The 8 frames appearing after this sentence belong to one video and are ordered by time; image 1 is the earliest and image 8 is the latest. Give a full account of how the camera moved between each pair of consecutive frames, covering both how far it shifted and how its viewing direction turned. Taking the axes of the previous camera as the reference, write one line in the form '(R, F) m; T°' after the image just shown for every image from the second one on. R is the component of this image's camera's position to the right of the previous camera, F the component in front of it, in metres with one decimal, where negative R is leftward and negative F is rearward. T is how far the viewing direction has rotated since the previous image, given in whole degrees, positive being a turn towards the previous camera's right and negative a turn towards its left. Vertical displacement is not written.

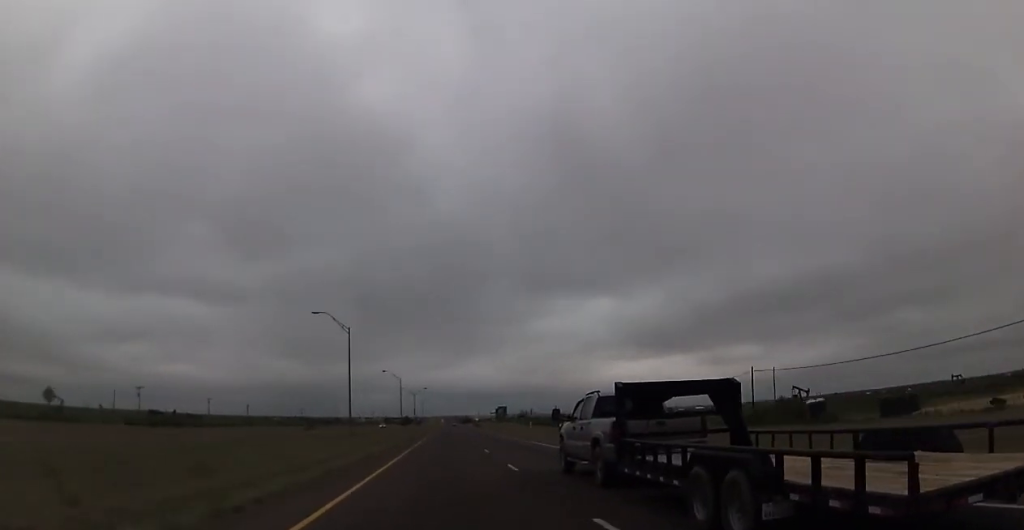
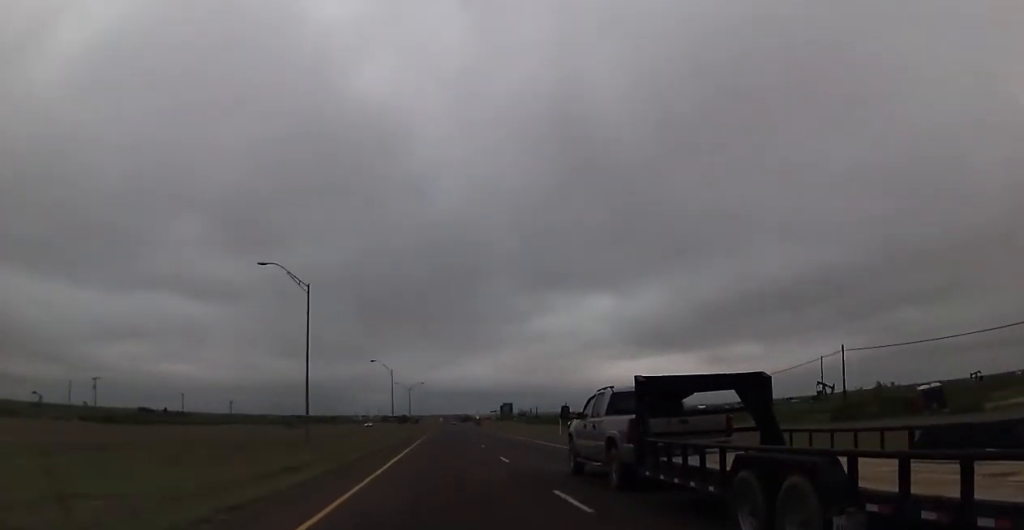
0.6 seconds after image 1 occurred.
(+0.2, +20.9) m; 0°
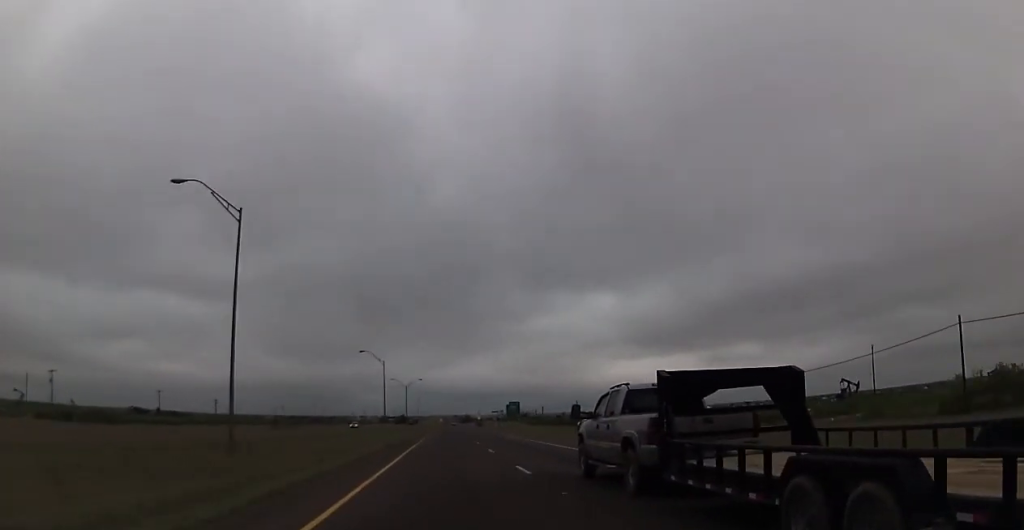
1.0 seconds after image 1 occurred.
(0.0, +17.2) m; 0°
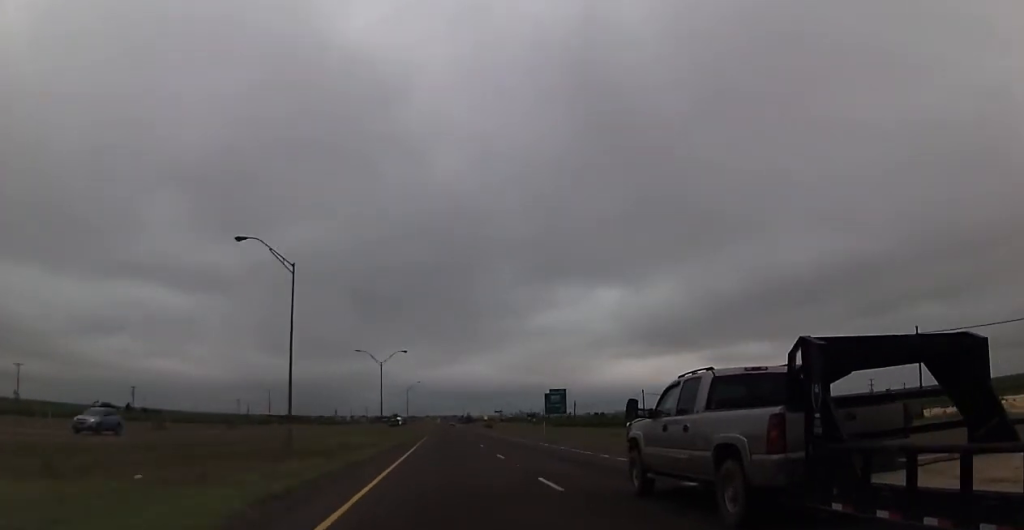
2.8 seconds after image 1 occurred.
(-0.5, +65.2) m; 0°
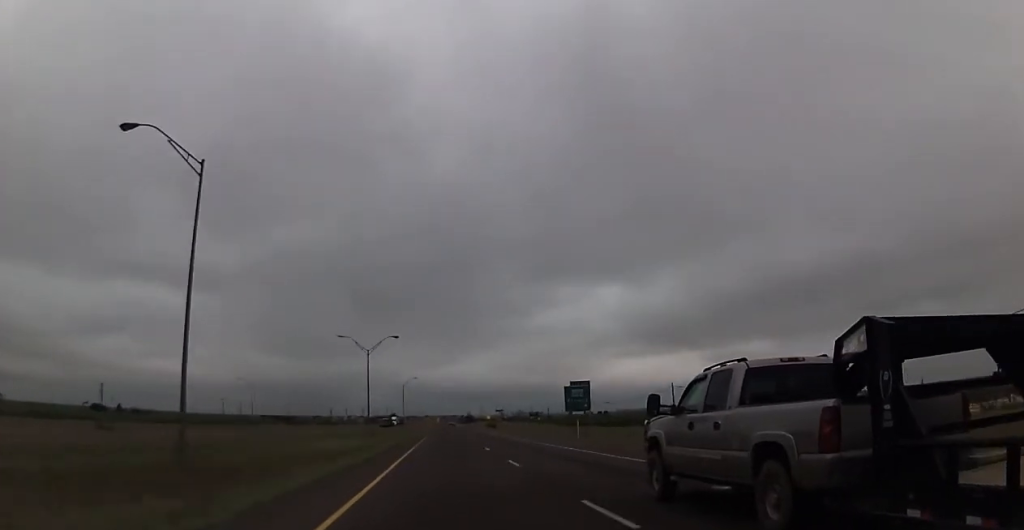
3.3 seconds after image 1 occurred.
(+0.2, +17.2) m; 0°
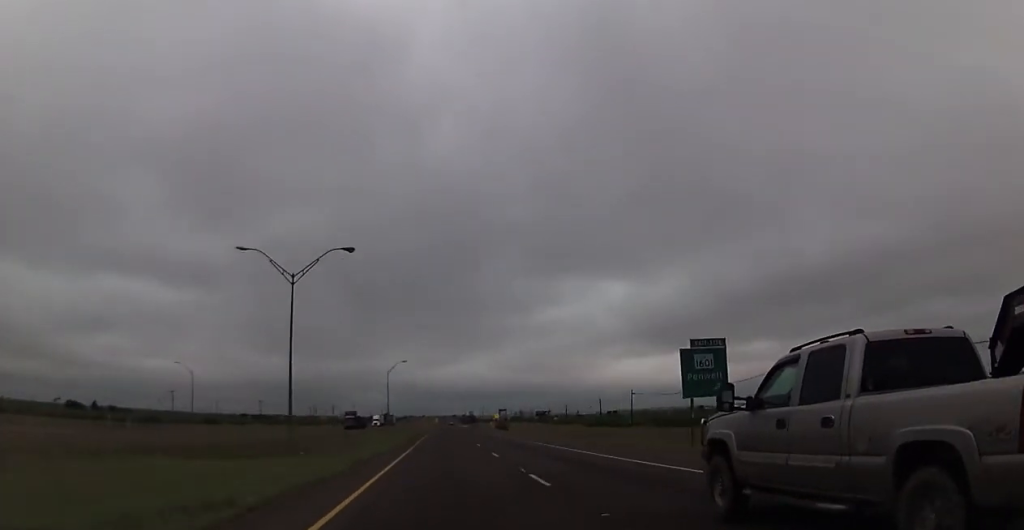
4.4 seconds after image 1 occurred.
(-0.5, +43.0) m; 0°
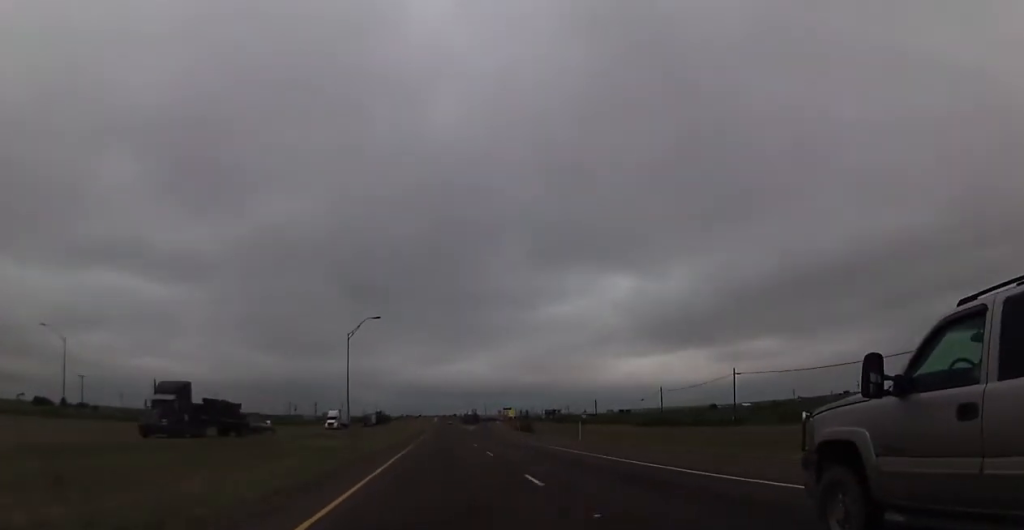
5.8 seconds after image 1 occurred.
(+0.2, +49.2) m; 0°
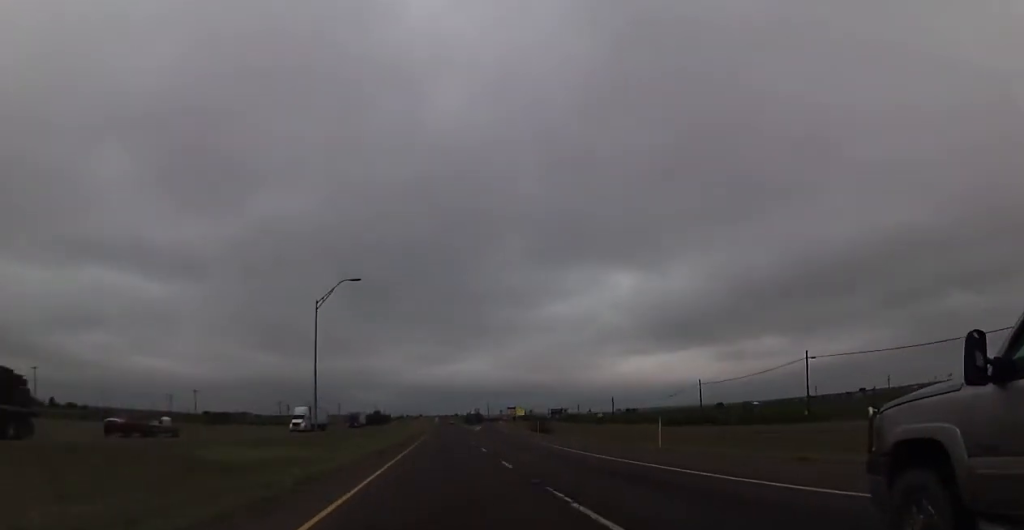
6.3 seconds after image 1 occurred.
(-0.3, +18.5) m; 0°
